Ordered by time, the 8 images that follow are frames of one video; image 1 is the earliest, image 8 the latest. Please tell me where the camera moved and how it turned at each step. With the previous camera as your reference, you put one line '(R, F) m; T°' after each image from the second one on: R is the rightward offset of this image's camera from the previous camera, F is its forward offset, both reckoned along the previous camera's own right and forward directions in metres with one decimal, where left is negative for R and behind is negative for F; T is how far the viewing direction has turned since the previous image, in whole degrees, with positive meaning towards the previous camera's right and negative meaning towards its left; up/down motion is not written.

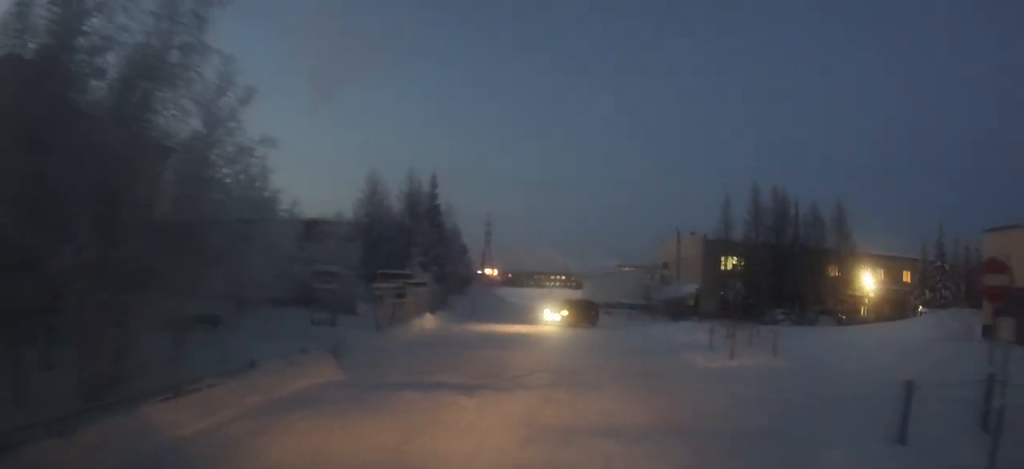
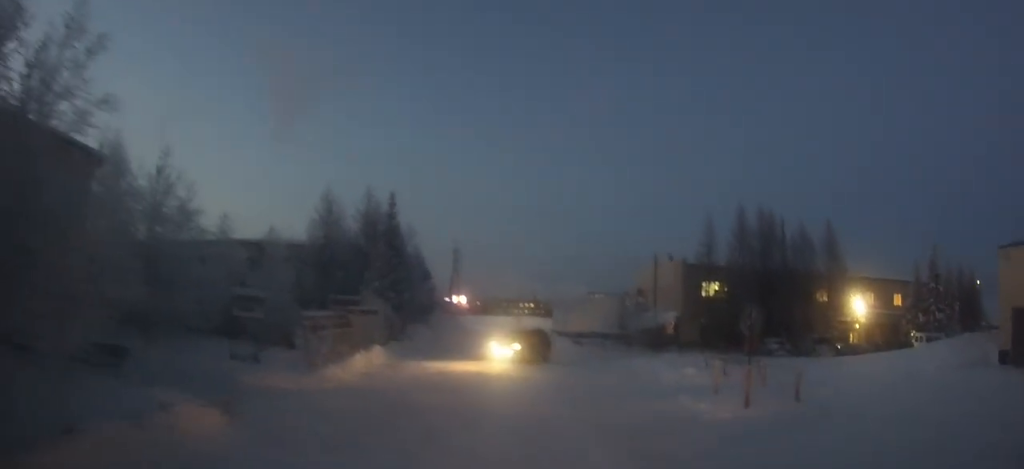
(+0.1, +4.1) m; +3°
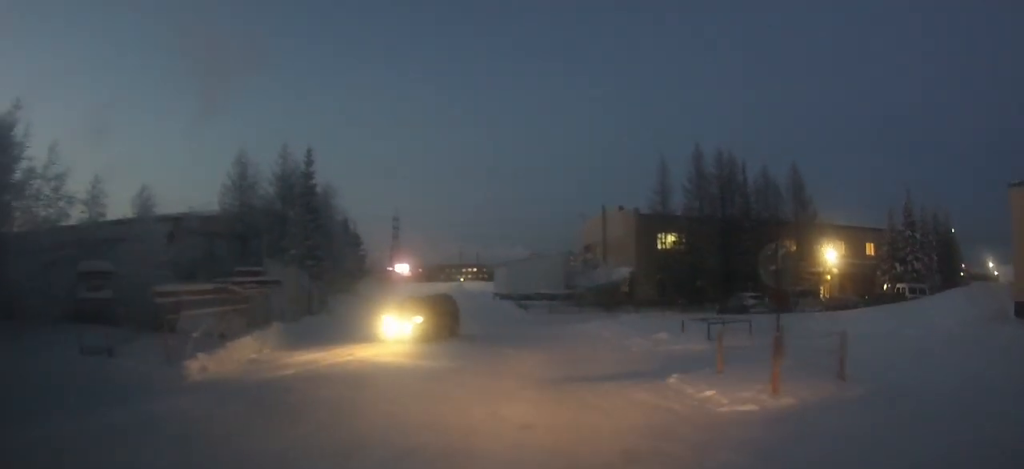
(+0.2, +5.1) m; +3°
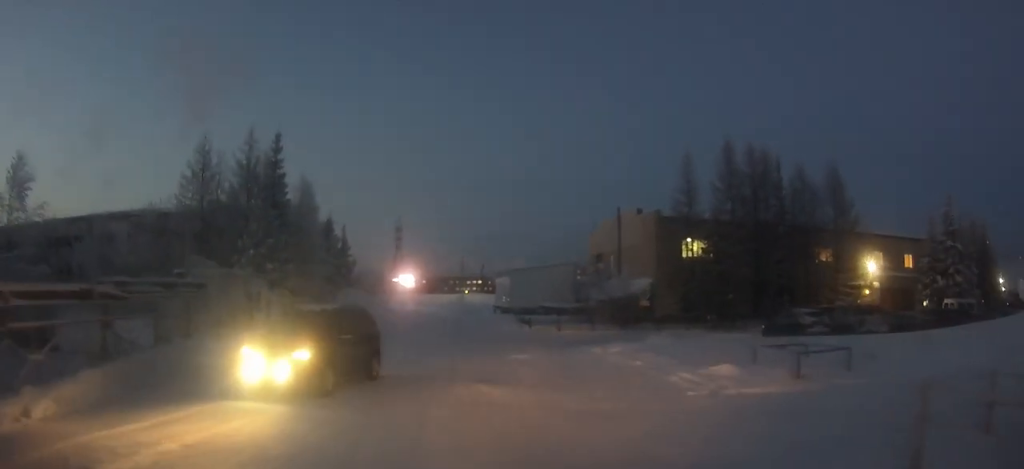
(-0.1, +6.4) m; -2°
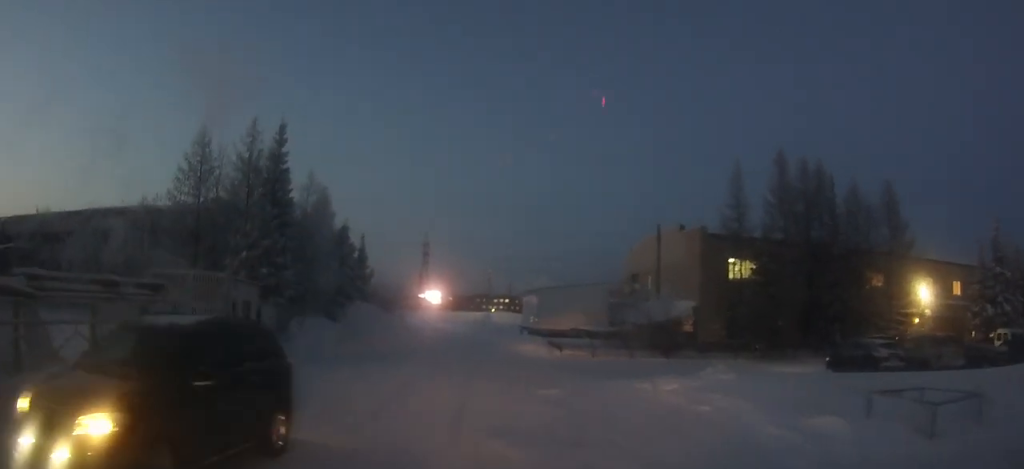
(-0.1, +4.0) m; -5°
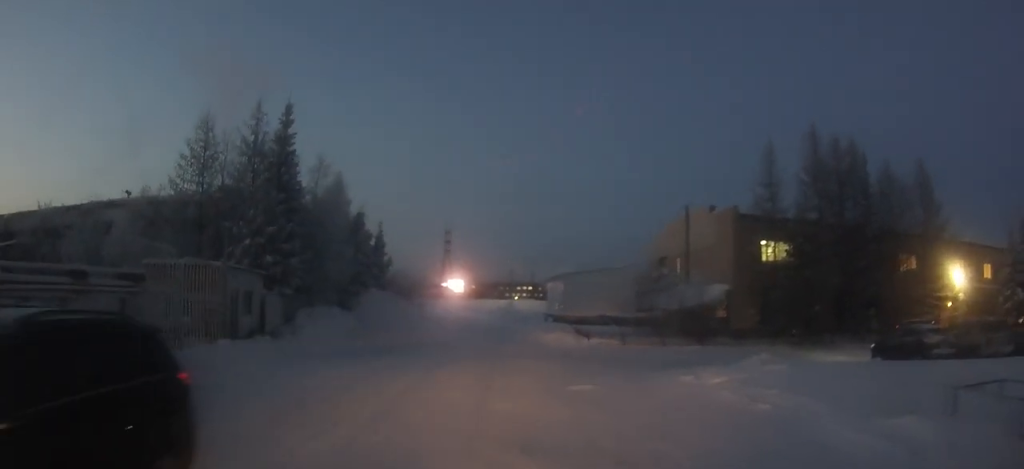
(+0.1, +2.0) m; -3°
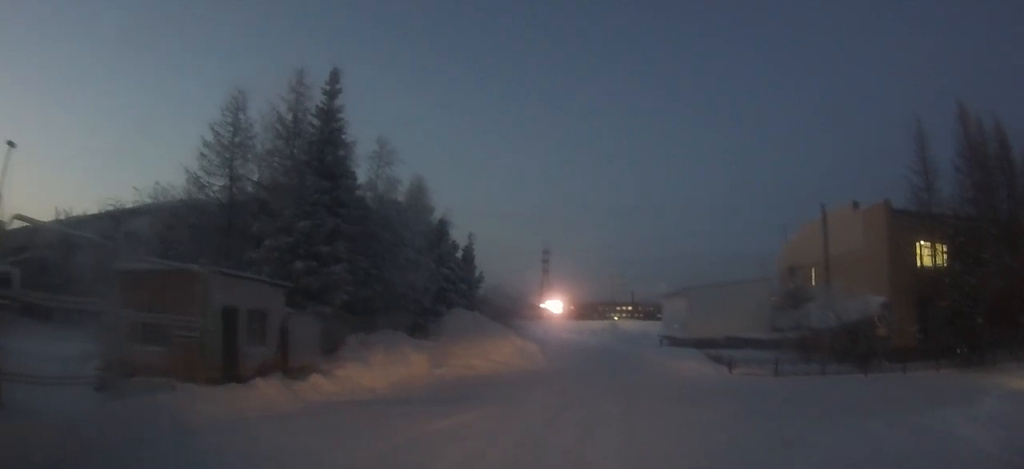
(-0.3, +7.4) m; +4°
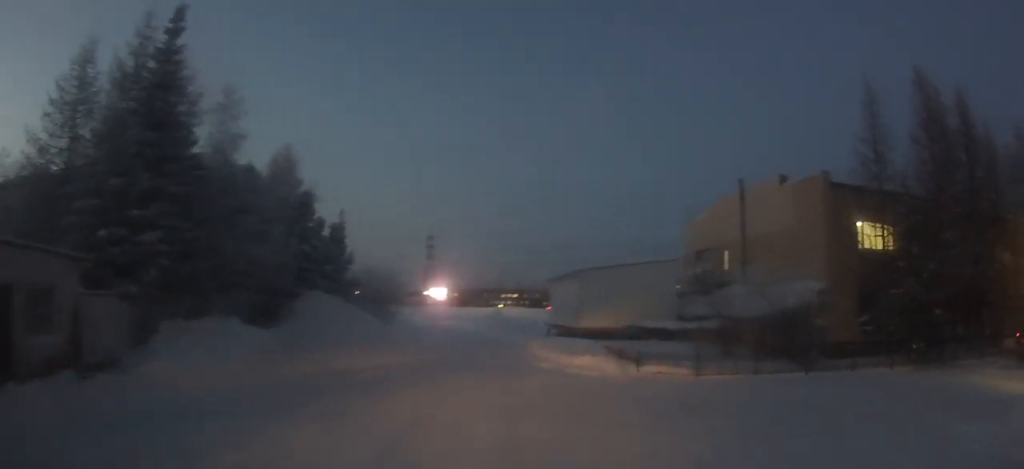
(+0.4, +4.4) m; +14°
